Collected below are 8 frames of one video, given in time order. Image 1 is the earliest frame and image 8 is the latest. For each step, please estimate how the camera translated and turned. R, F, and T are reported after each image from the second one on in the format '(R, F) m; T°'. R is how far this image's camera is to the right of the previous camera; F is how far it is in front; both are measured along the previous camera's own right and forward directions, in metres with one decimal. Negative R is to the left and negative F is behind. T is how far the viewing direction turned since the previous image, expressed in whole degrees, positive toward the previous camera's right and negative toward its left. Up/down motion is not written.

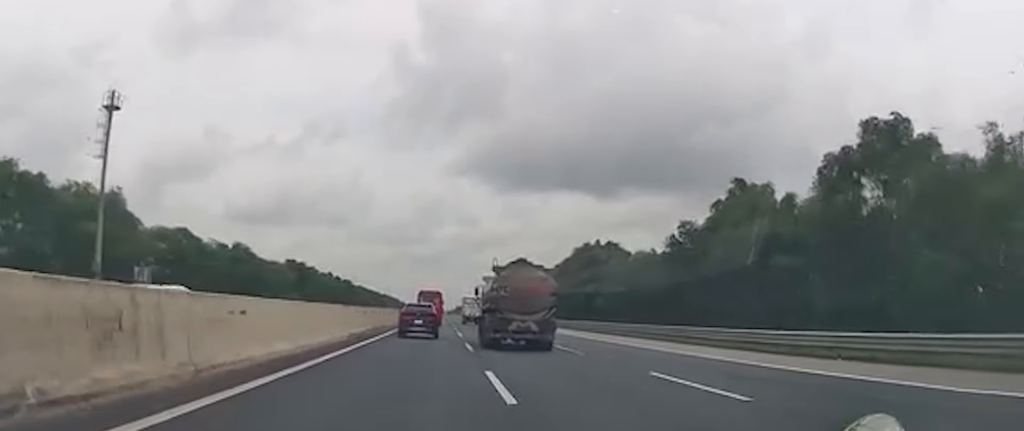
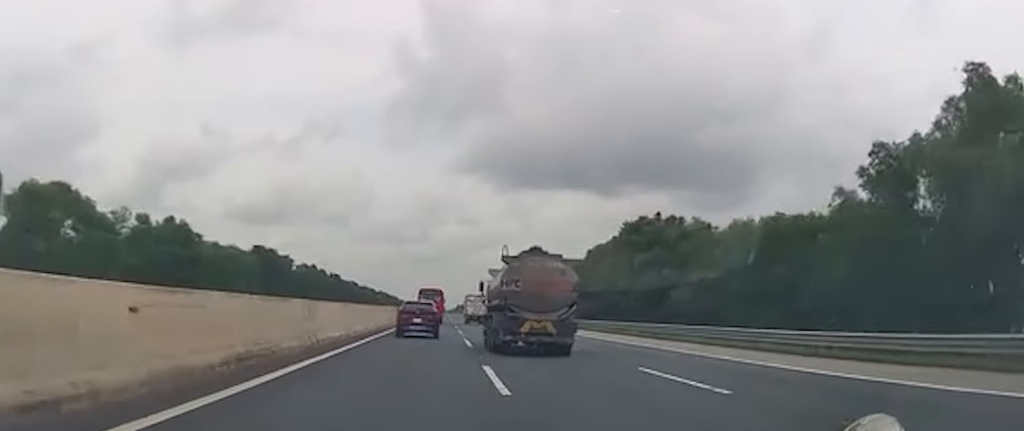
(0.0, +30.5) m; 0°
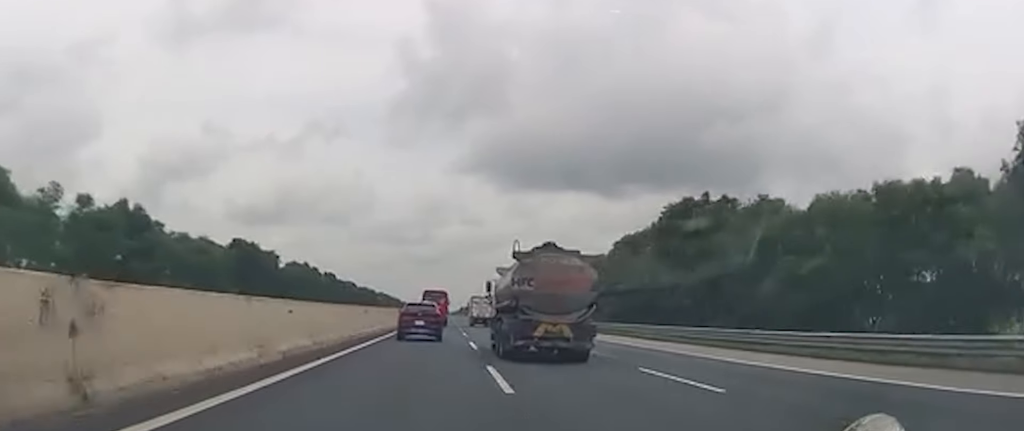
(-0.1, +14.6) m; 0°
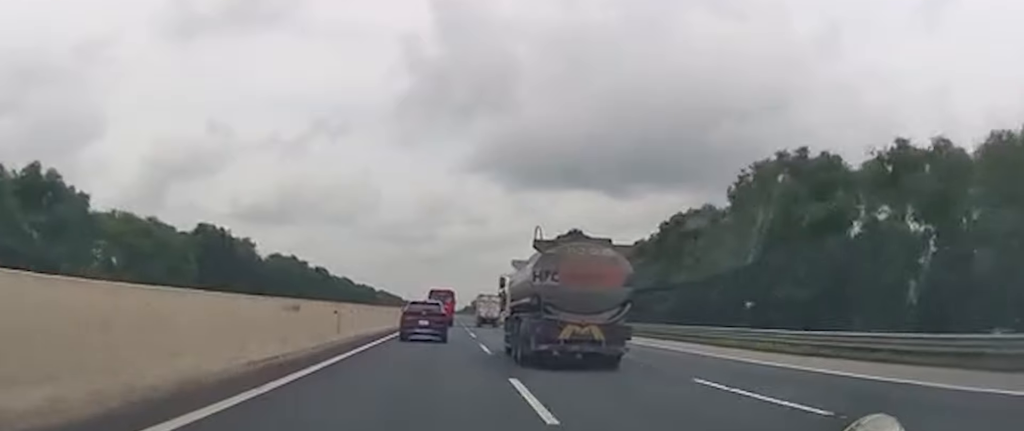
(0.0, +18.7) m; 0°
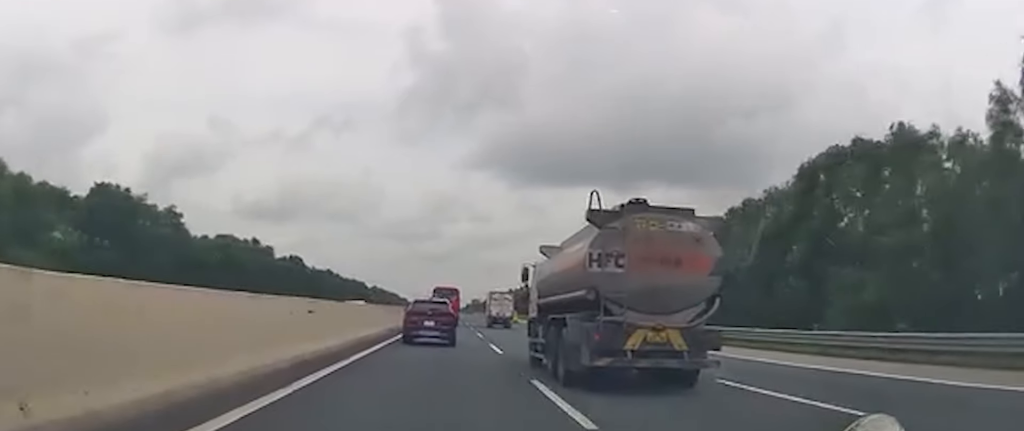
(+0.1, +30.6) m; 0°
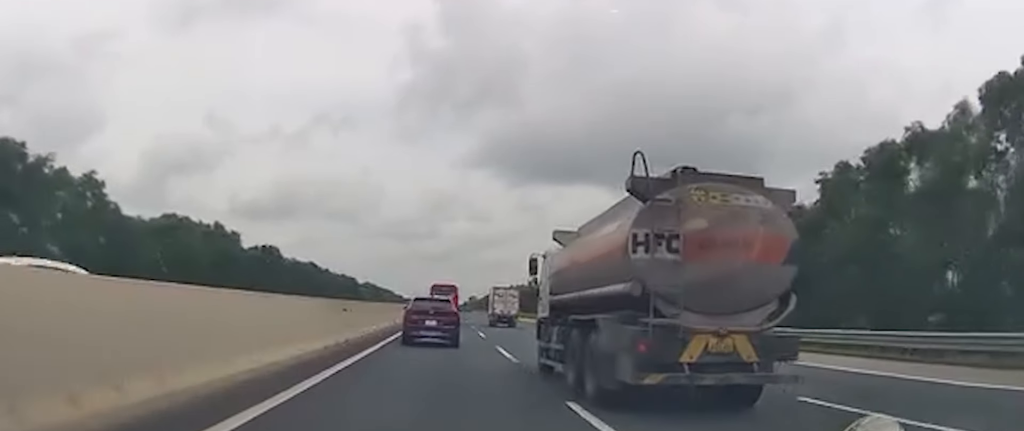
(0.0, +16.5) m; 0°
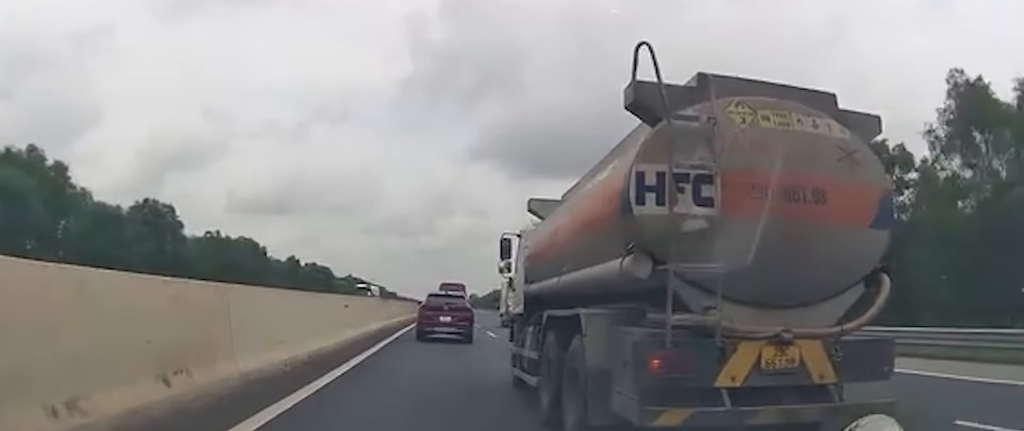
(+0.2, +48.7) m; +1°
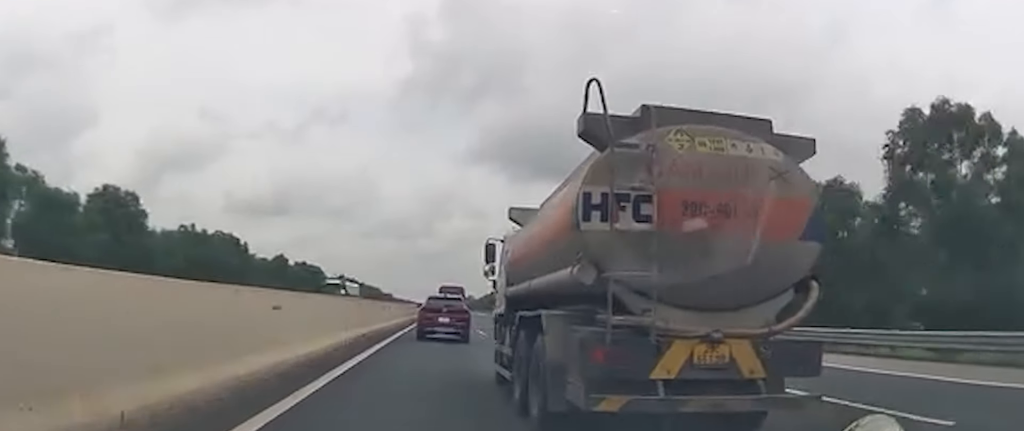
(0.0, +9.2) m; 0°
